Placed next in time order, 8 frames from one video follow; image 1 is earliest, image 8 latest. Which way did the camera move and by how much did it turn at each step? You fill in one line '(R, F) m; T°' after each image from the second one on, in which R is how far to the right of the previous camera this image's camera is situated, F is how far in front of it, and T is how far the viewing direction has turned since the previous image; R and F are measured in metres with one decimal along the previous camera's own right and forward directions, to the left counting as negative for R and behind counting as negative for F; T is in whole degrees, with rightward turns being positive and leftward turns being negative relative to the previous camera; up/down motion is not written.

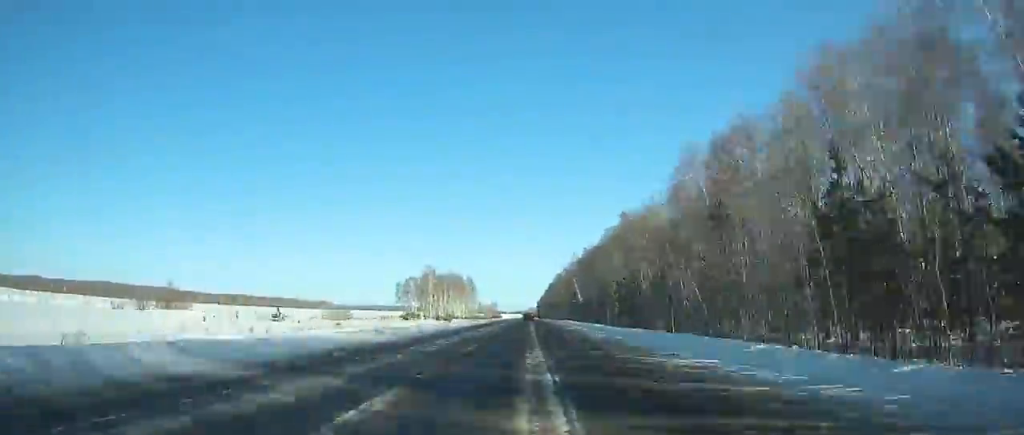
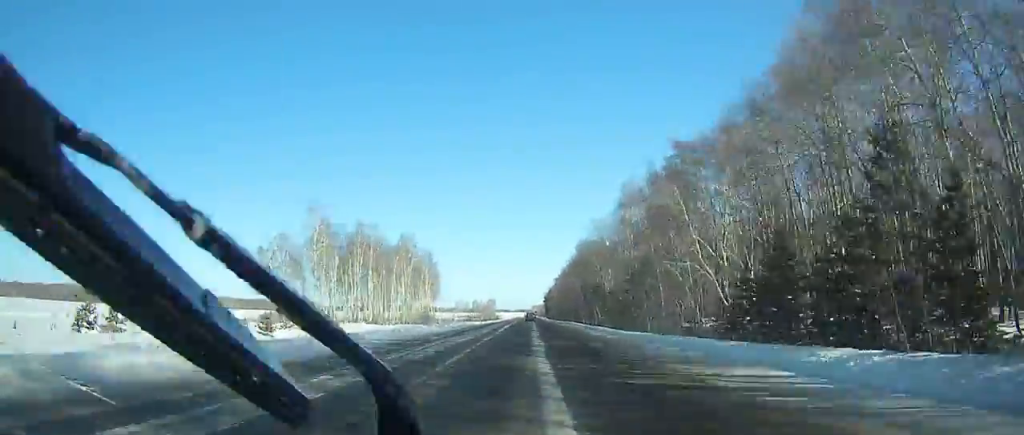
(-0.4, +100.3) m; 0°
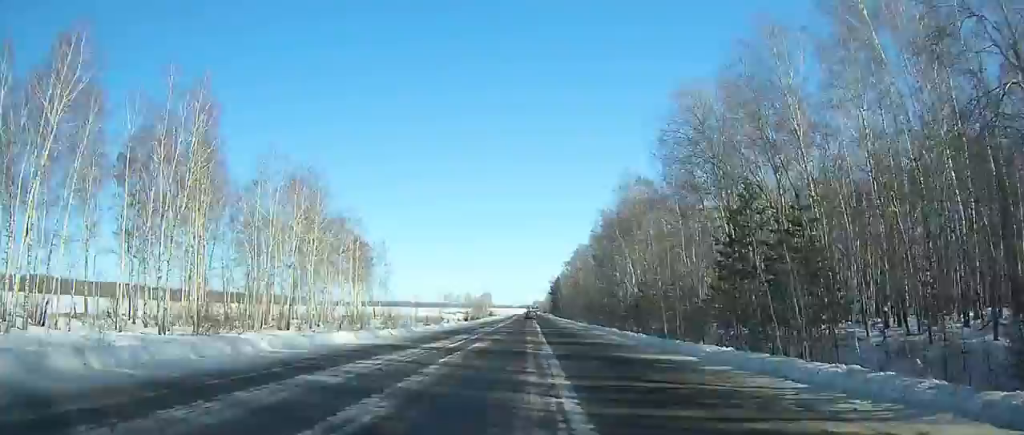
(-0.1, +65.6) m; 0°
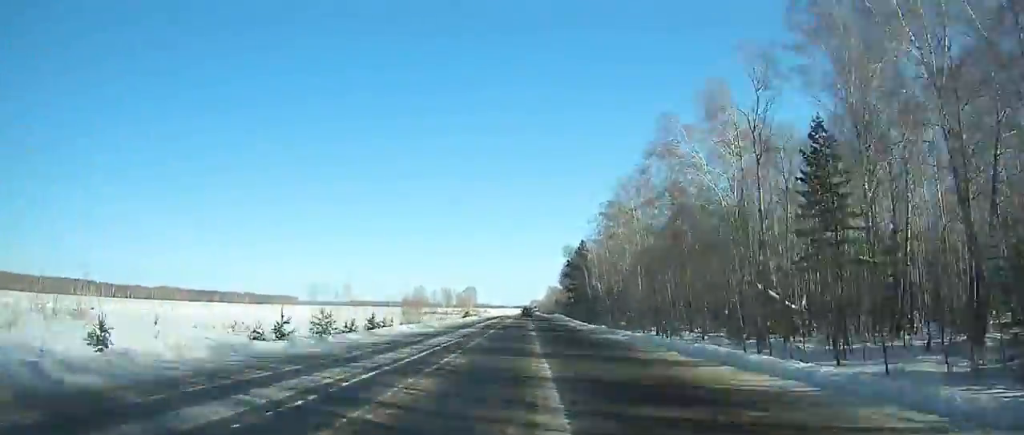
(+0.5, +101.2) m; 0°
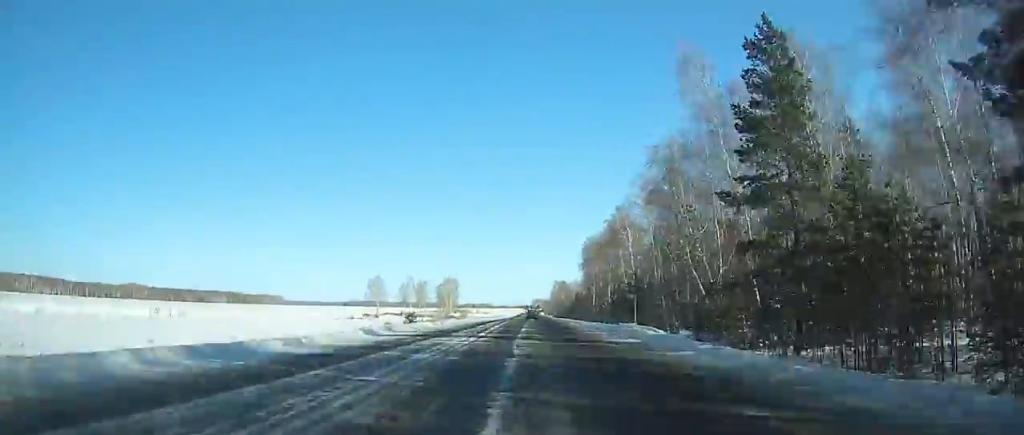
(-0.3, +92.1) m; 0°
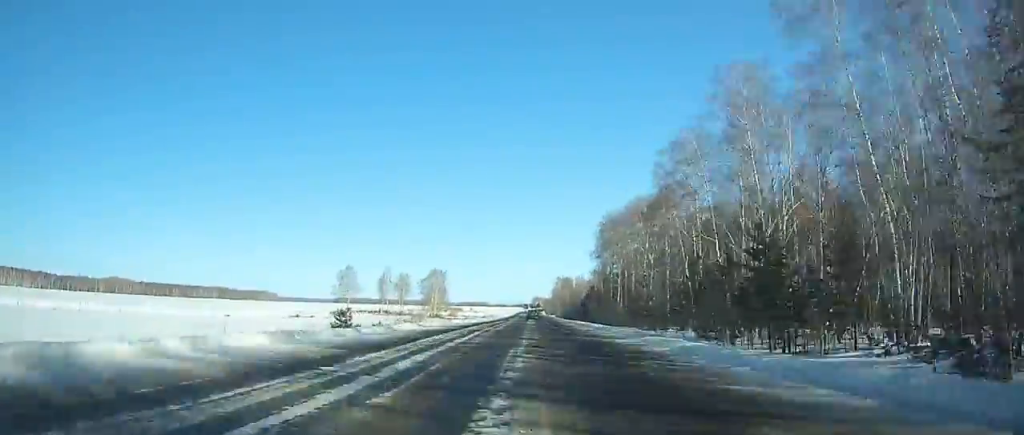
(0.0, +35.5) m; 0°
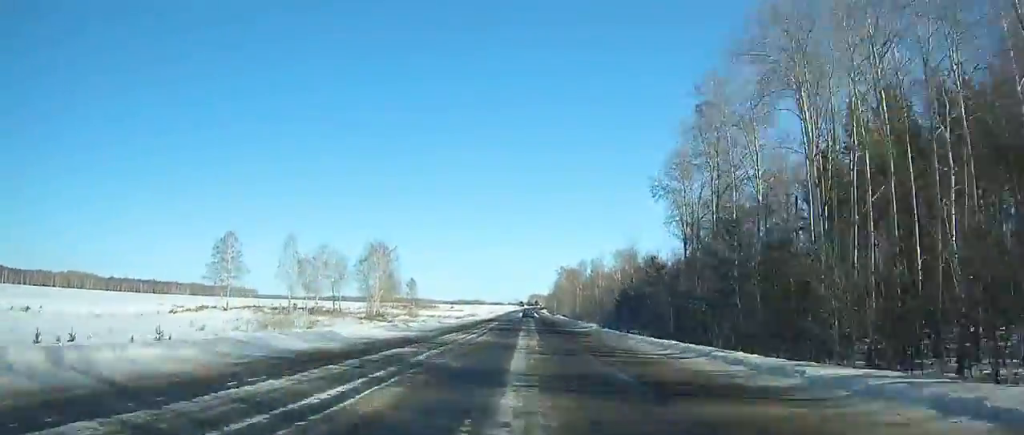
(-0.1, +75.3) m; 0°
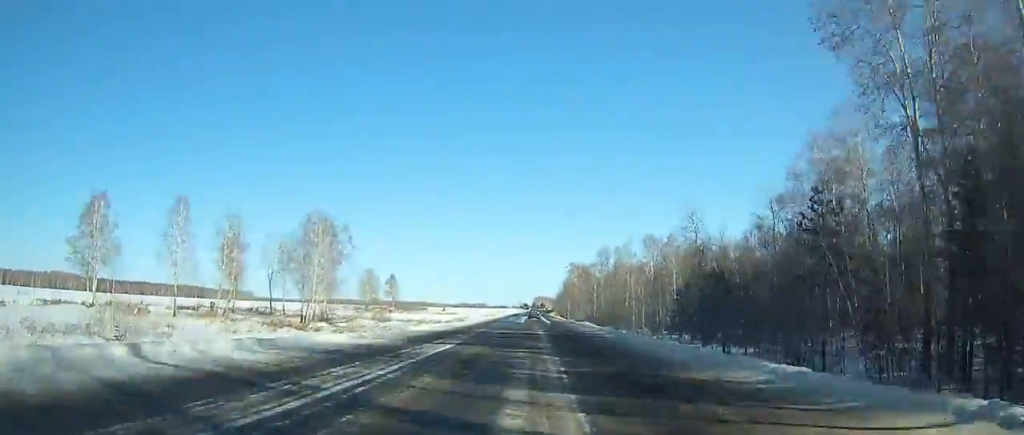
(0.0, +39.9) m; 0°
